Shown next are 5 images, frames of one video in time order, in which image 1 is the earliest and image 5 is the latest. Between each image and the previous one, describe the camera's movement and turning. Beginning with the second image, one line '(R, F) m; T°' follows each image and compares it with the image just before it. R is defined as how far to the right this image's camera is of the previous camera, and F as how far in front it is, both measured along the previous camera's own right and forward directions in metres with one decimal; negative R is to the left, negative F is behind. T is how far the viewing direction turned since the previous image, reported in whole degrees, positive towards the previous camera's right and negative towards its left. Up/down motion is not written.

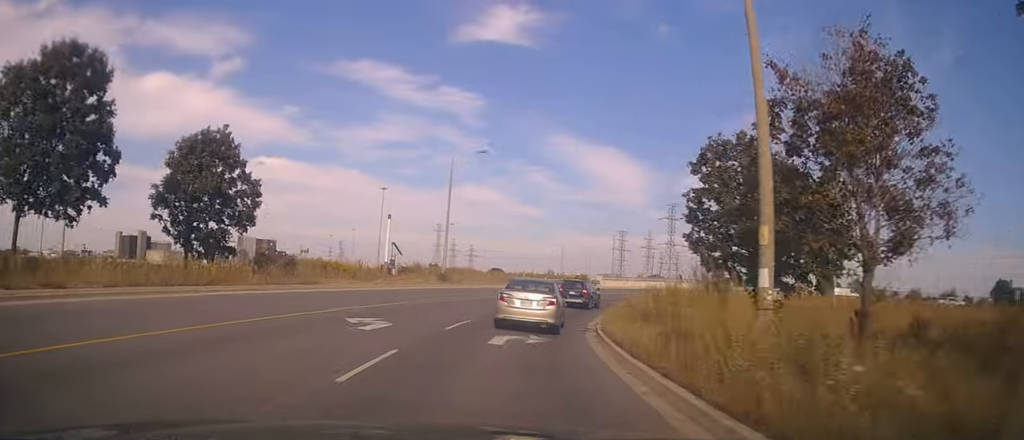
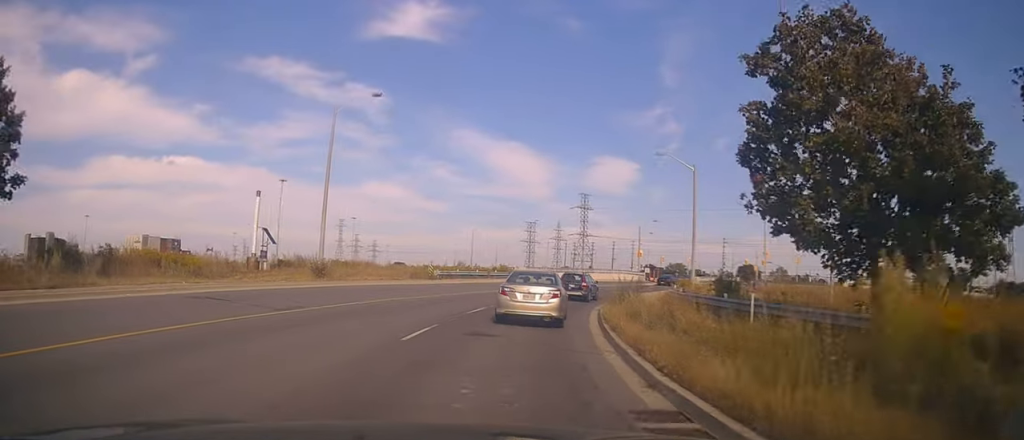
(+0.3, +14.7) m; +8°
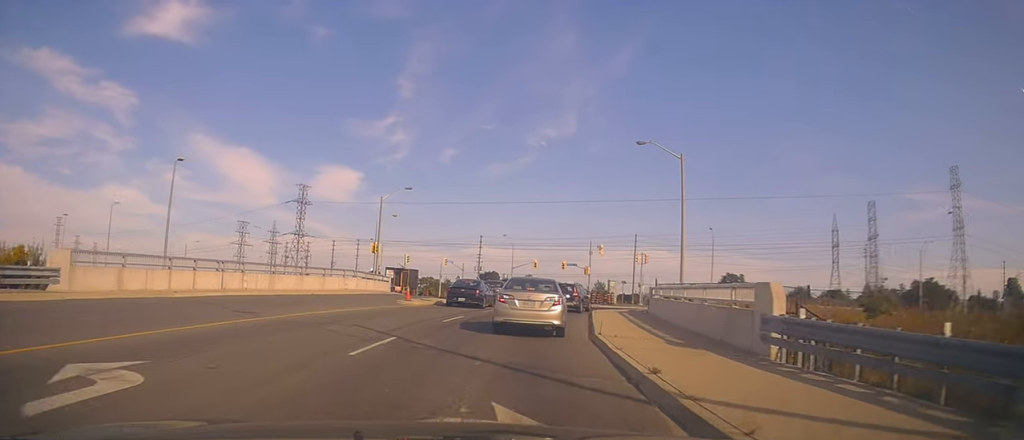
(+14.0, +43.4) m; +33°
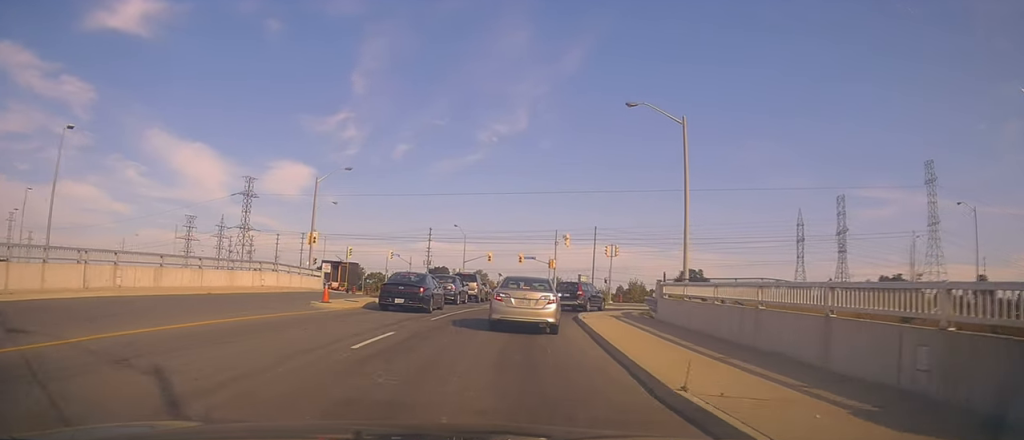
(+0.2, +8.7) m; +5°
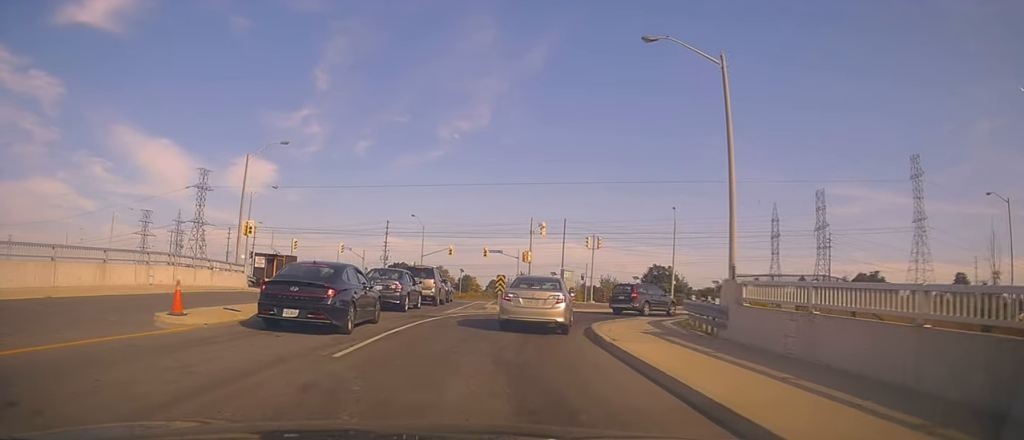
(+0.7, +9.4) m; +5°
